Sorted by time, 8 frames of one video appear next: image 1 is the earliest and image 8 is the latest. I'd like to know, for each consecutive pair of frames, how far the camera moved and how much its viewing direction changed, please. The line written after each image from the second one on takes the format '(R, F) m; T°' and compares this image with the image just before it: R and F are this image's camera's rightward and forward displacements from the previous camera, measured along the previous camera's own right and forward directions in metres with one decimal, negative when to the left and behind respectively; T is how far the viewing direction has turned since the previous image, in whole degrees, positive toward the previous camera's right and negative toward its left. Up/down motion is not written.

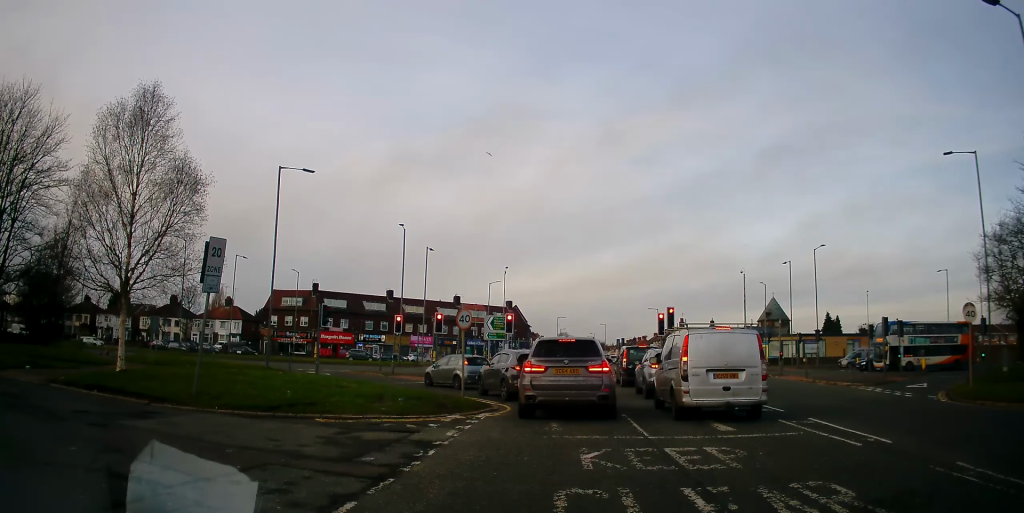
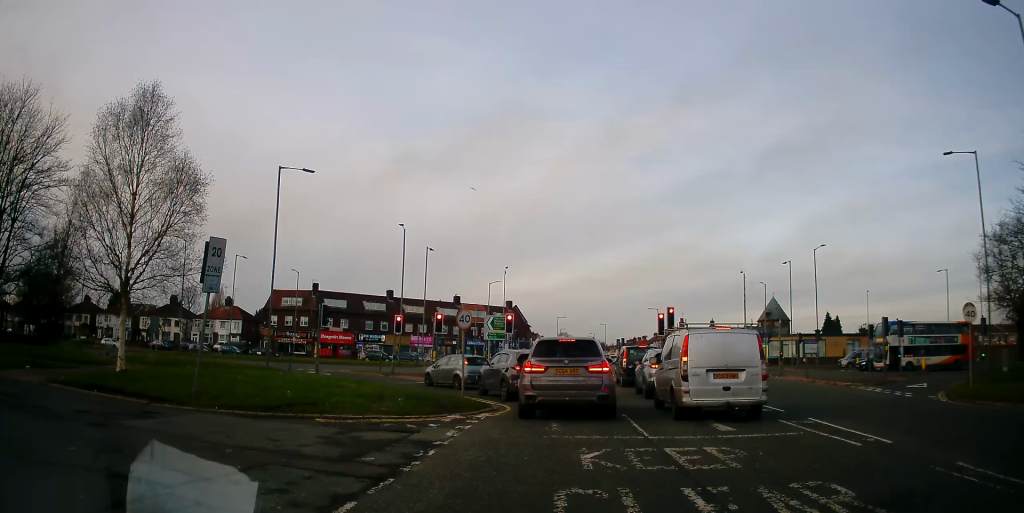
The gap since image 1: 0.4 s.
(0.0, 0.0) m; 0°
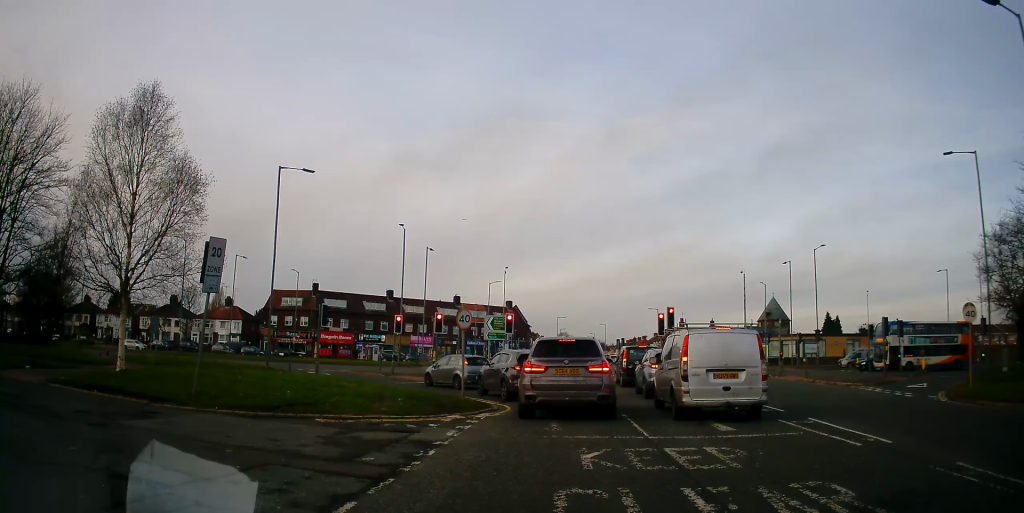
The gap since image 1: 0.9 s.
(0.0, 0.0) m; 0°
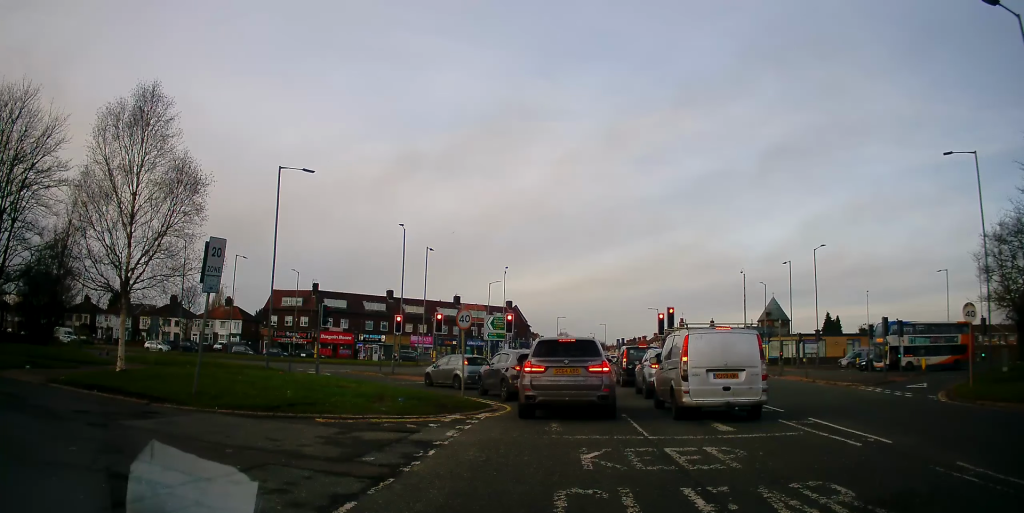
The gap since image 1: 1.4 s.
(0.0, 0.0) m; 0°
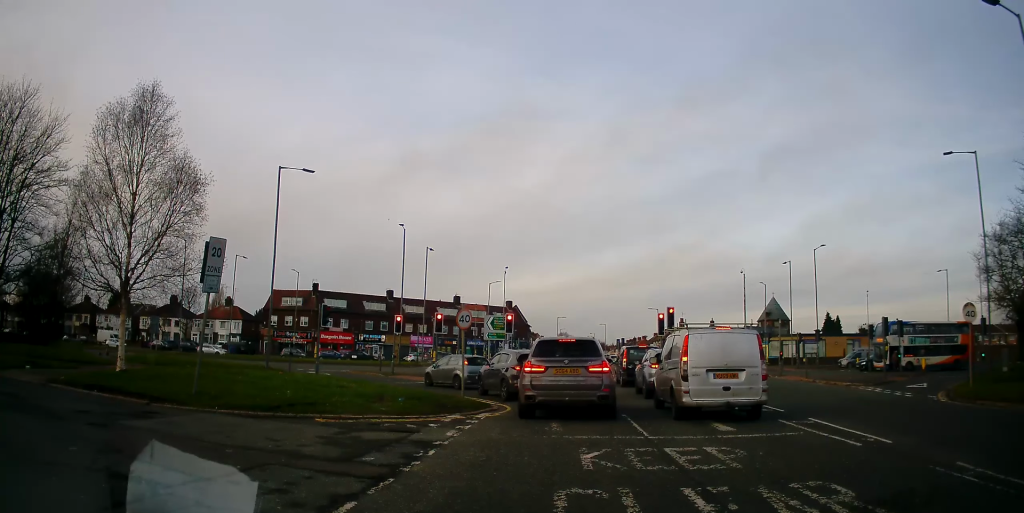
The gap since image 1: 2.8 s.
(0.0, 0.0) m; 0°
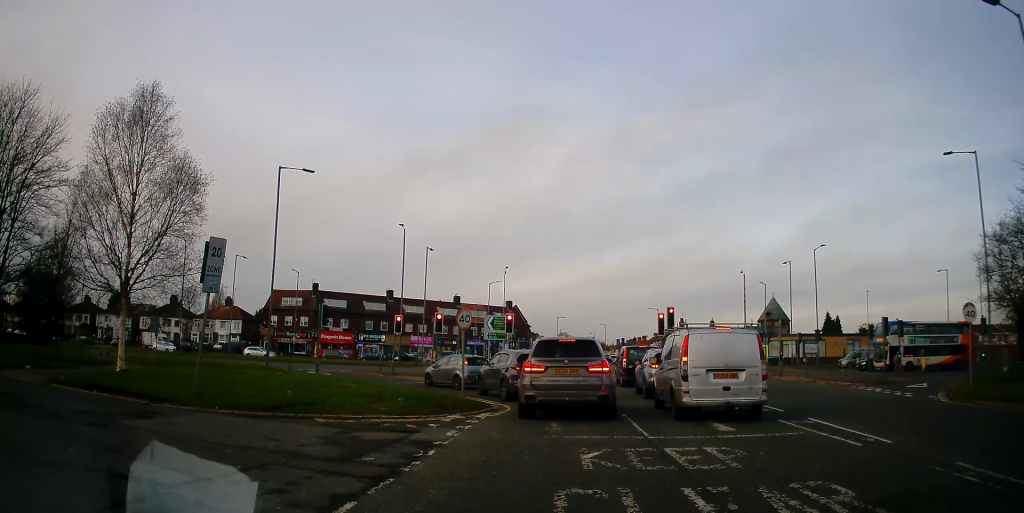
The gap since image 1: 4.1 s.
(0.0, 0.0) m; 0°
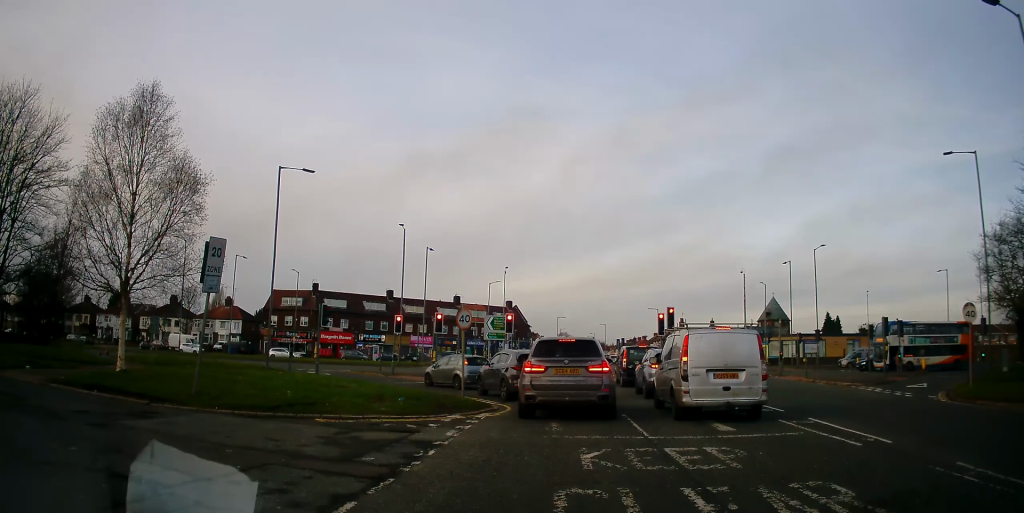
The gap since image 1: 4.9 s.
(0.0, 0.0) m; 0°
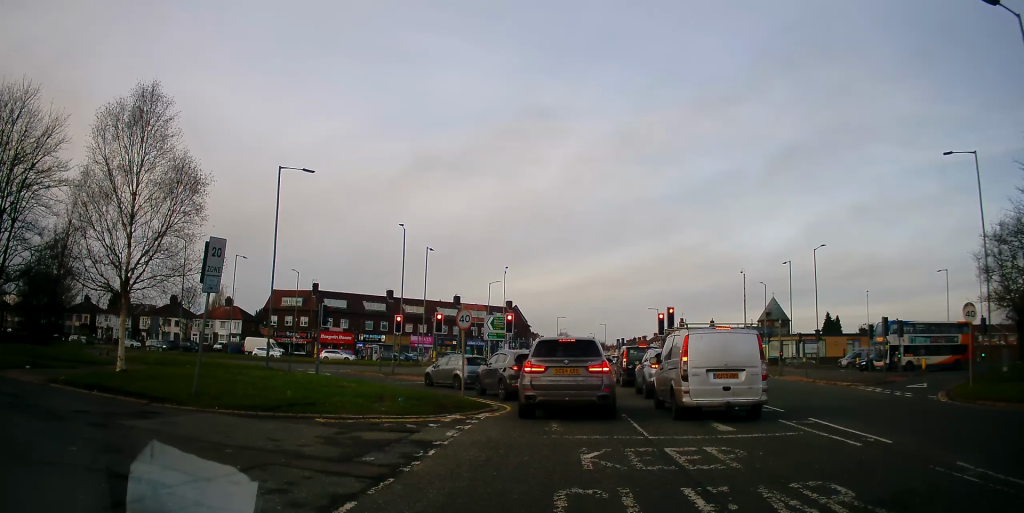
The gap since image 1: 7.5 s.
(0.0, 0.0) m; 0°
